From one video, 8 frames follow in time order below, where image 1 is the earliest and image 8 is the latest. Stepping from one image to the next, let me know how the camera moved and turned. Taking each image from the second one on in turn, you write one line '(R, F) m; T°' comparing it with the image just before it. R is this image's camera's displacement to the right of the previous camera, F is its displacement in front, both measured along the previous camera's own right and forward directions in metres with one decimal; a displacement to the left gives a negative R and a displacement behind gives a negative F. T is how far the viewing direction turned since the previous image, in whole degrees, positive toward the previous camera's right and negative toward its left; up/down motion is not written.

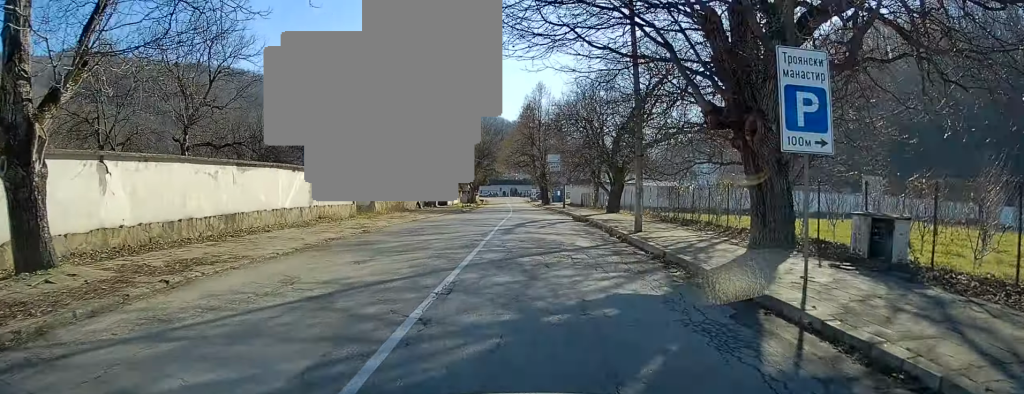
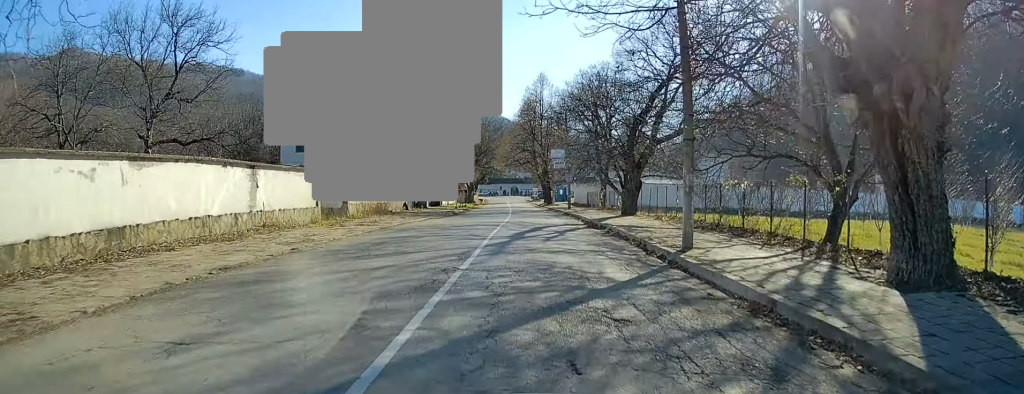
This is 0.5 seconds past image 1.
(0.0, +6.1) m; 0°
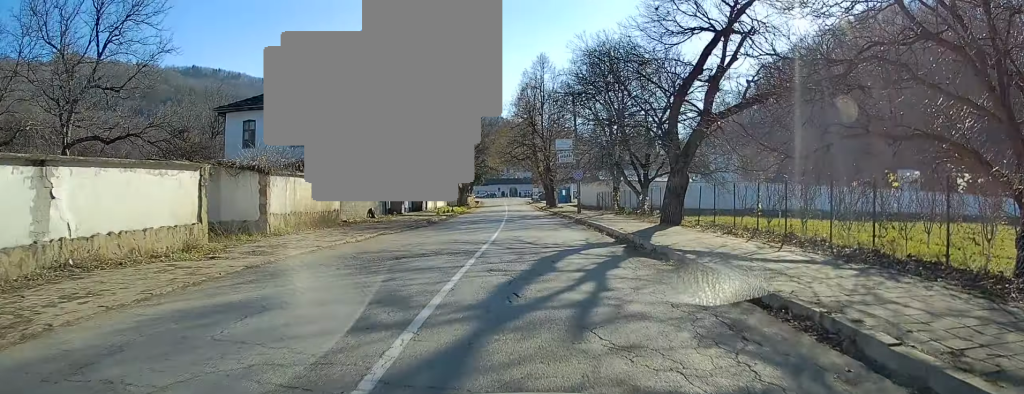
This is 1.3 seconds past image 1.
(0.0, +9.8) m; -1°
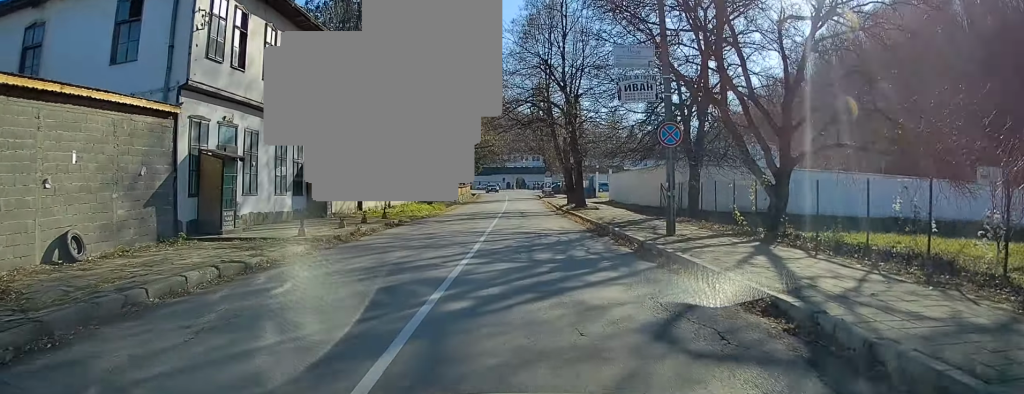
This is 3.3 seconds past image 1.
(-0.4, +25.5) m; -1°
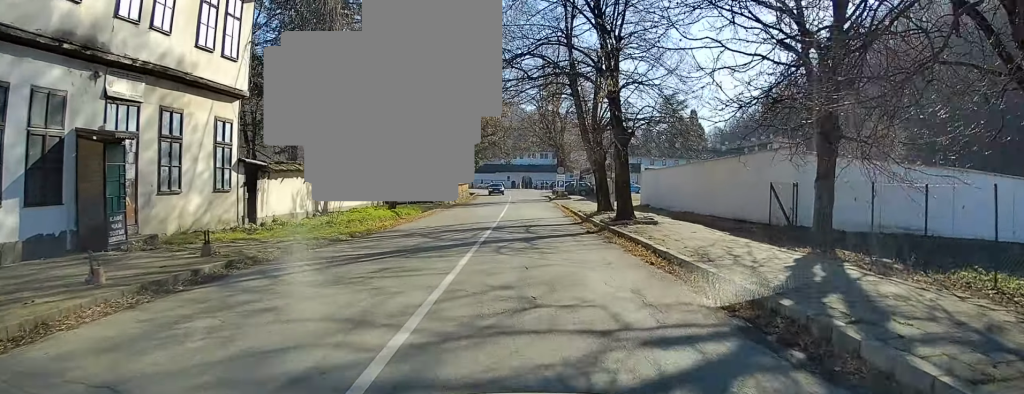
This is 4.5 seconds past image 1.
(0.0, +14.6) m; 0°
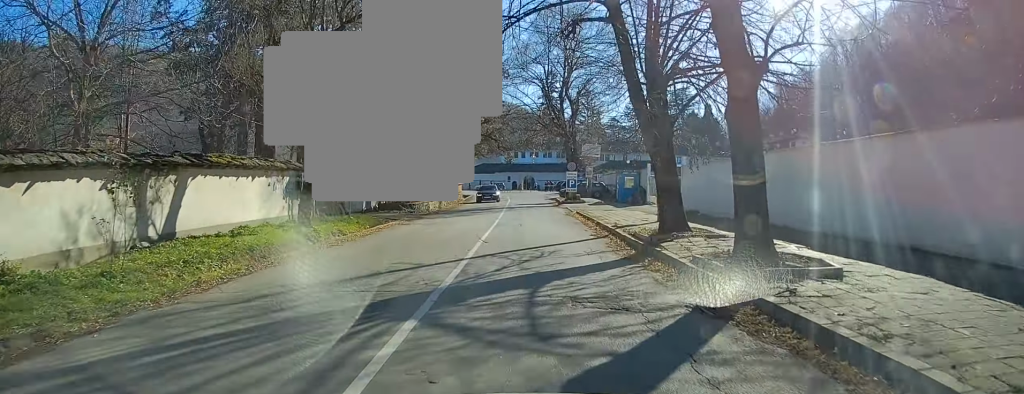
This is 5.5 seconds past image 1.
(0.0, +12.6) m; -1°
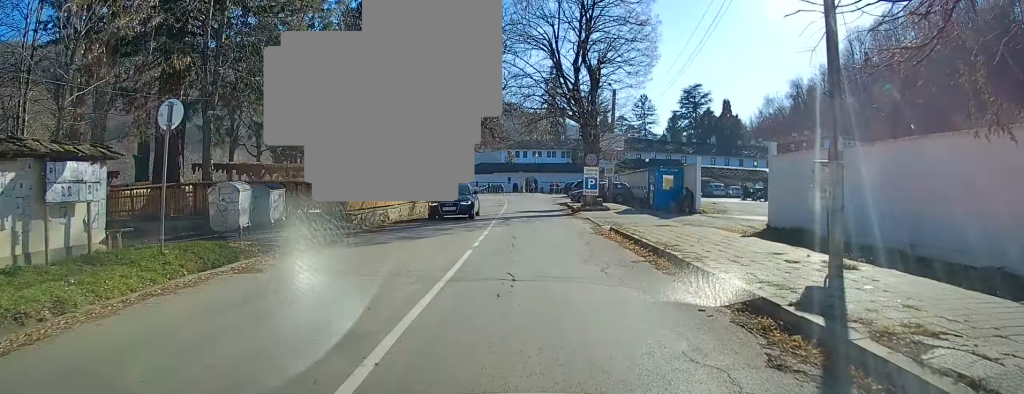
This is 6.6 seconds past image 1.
(-0.2, +13.7) m; 0°
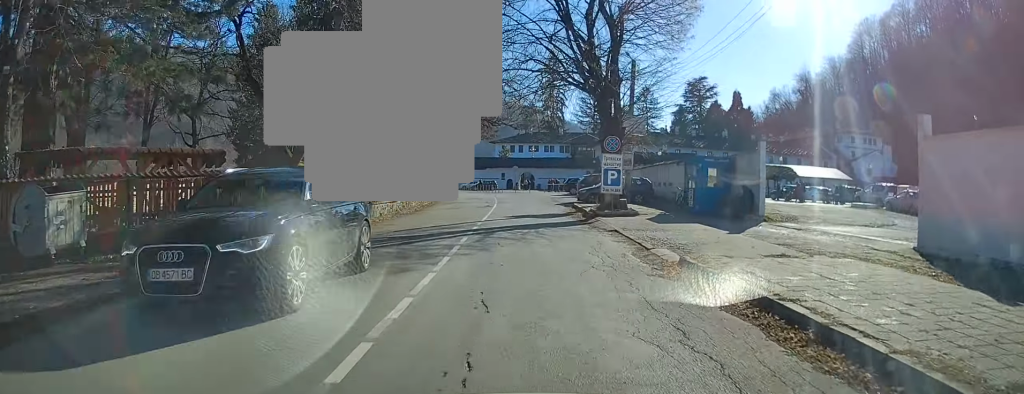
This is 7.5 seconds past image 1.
(+0.1, +10.4) m; +1°
